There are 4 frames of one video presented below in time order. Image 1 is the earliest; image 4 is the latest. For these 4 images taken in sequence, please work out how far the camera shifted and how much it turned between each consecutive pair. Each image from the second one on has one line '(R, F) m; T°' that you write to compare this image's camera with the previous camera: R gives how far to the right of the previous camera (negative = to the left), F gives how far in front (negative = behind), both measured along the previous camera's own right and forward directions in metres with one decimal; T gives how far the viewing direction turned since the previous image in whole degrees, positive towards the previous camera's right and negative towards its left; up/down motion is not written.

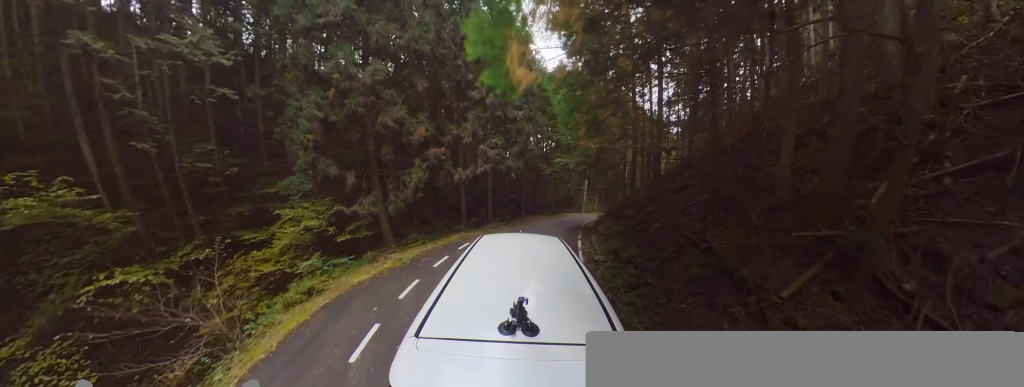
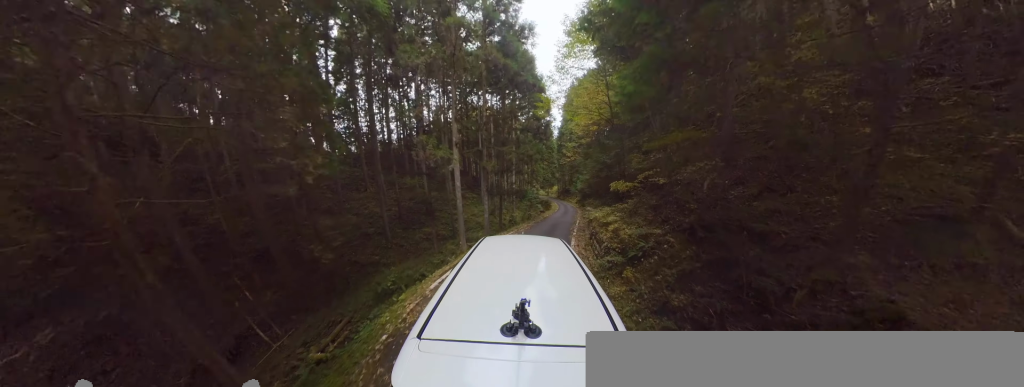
(+6.6, +17.1) m; +28°
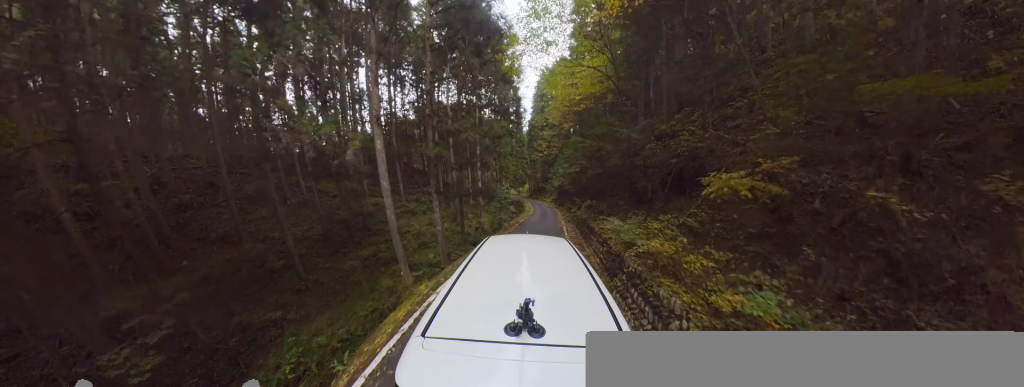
(+0.4, +5.0) m; -5°
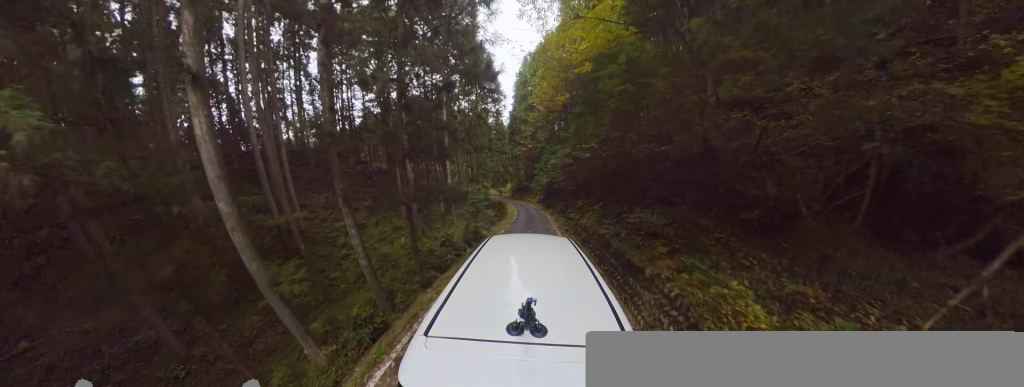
(-0.6, +4.9) m; -6°
